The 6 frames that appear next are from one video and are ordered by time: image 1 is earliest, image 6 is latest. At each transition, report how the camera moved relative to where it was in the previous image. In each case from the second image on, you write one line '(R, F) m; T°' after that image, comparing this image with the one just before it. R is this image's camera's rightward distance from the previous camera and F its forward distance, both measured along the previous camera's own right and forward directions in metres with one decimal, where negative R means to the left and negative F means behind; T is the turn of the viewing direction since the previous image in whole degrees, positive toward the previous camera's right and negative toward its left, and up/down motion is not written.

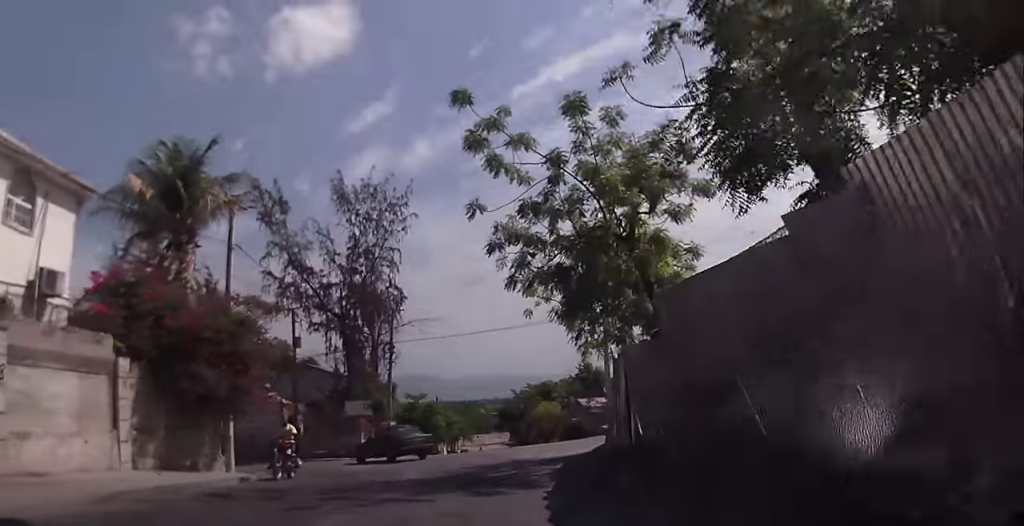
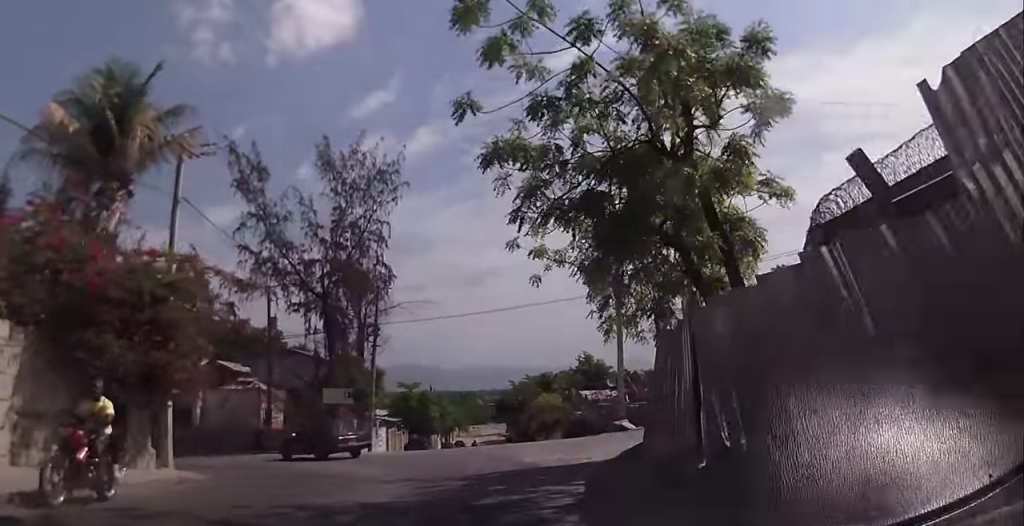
(+0.2, +4.6) m; +2°
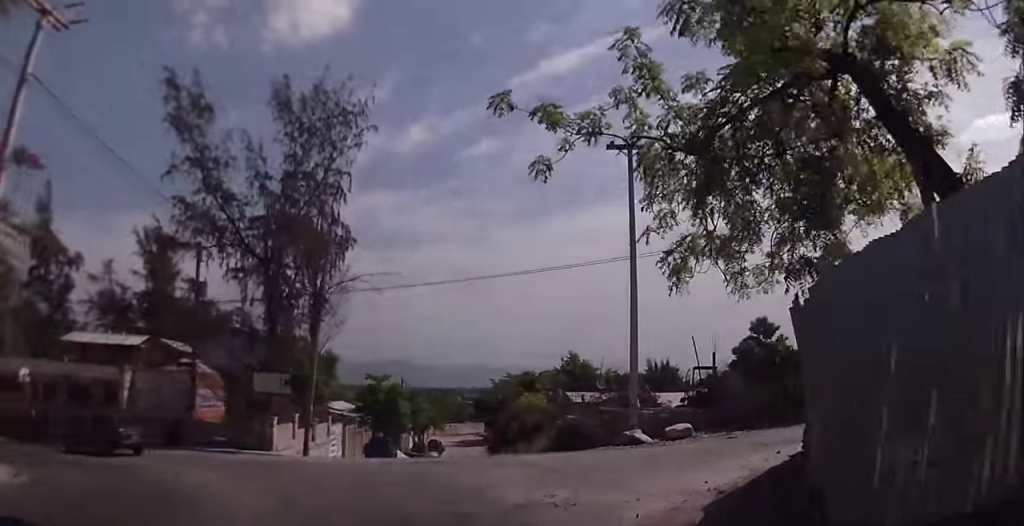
(+0.1, +8.0) m; +2°
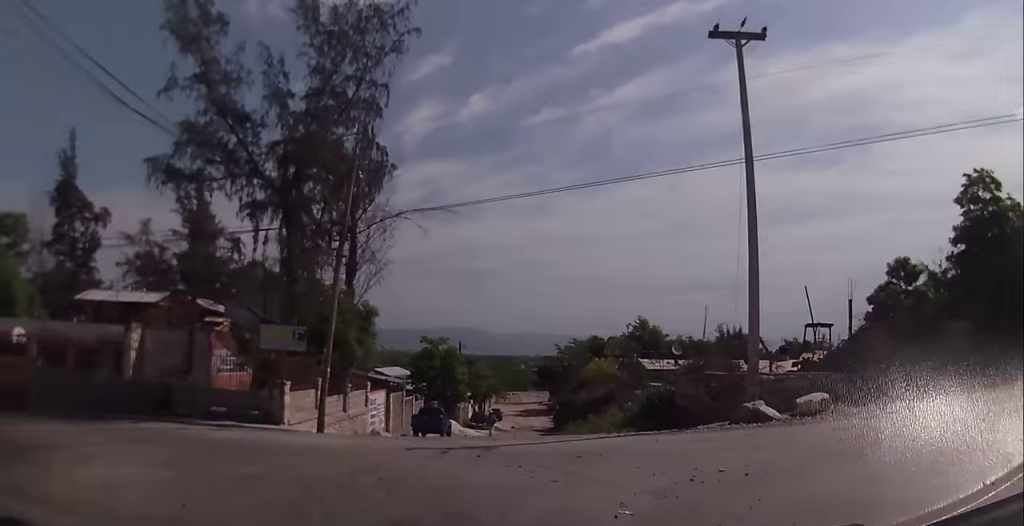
(-0.1, +6.6) m; -6°
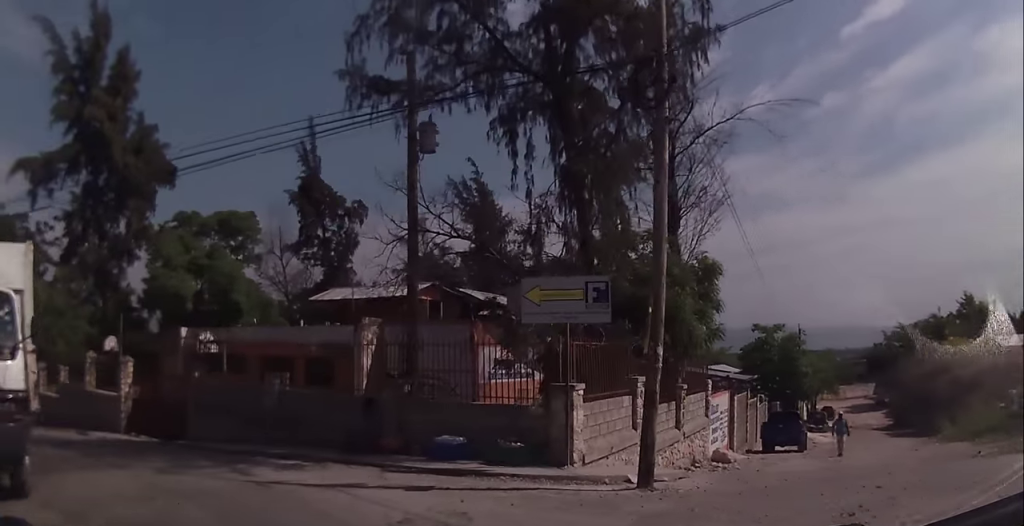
(-2.3, +10.8) m; -27°
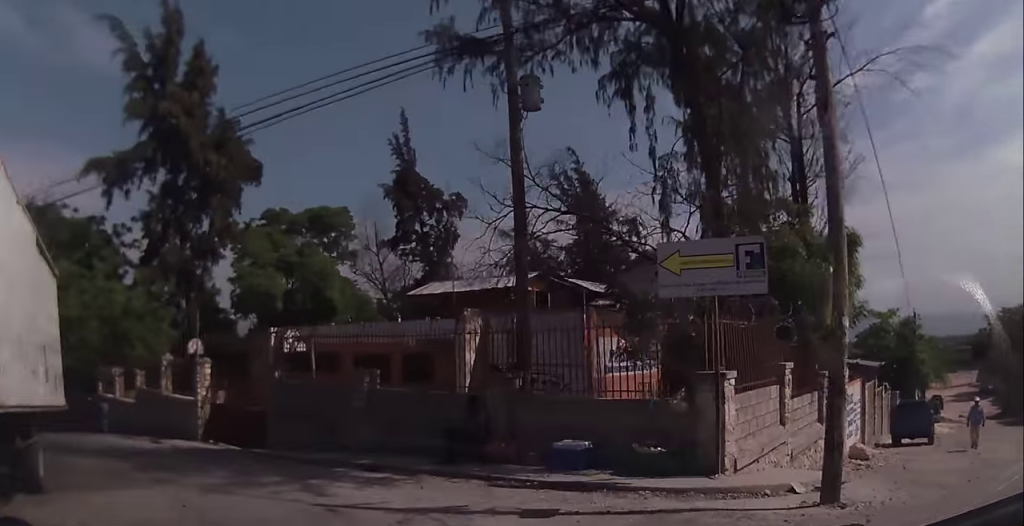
(-0.2, +2.2) m; -9°
